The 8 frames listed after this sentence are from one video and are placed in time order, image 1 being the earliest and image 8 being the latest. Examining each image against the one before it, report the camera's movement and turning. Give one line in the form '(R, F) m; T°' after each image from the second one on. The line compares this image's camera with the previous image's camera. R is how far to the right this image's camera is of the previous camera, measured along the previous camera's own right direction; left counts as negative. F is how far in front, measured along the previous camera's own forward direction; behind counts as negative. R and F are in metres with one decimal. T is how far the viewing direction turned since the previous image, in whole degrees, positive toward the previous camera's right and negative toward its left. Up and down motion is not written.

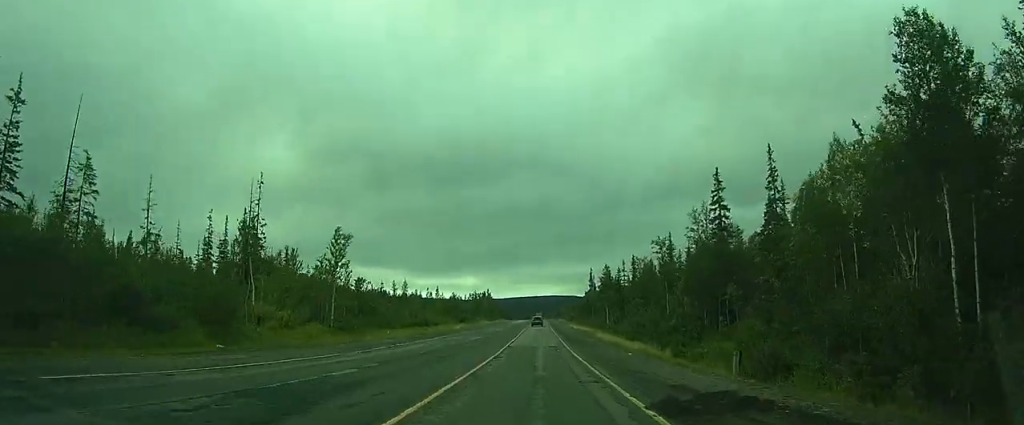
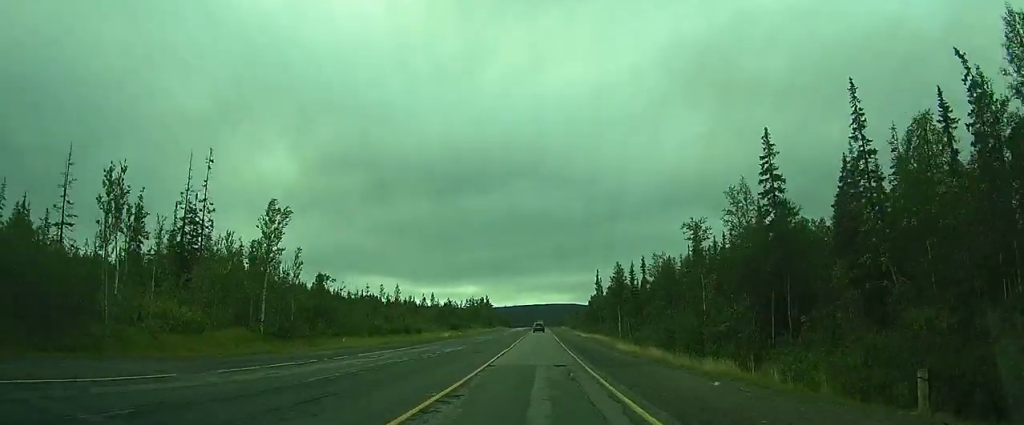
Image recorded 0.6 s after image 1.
(-0.1, +13.8) m; -1°
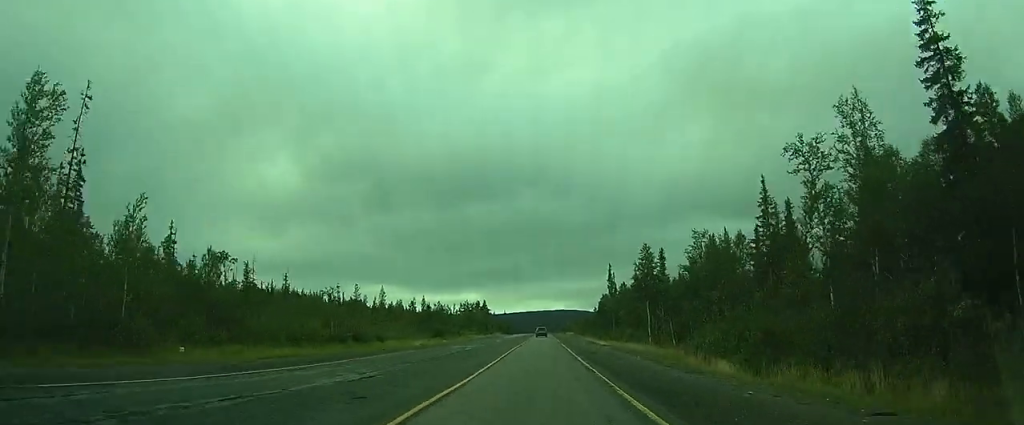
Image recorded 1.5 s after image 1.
(-0.4, +22.3) m; -3°
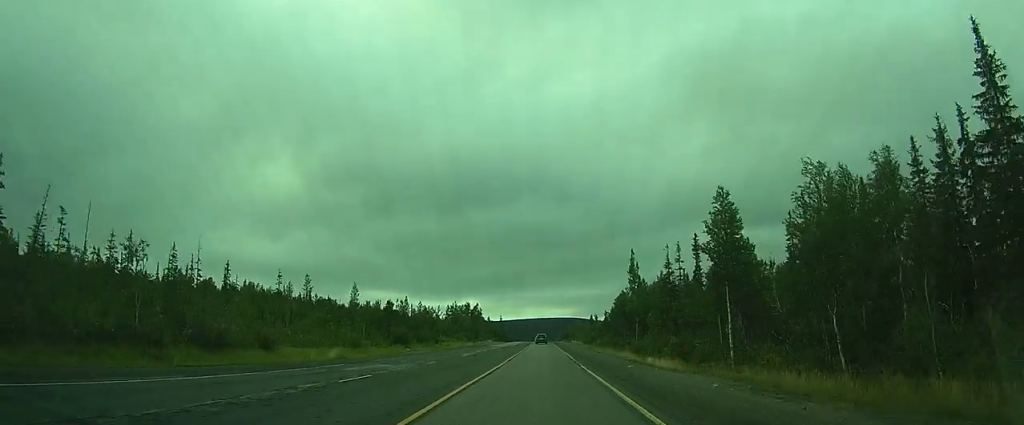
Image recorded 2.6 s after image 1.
(-0.9, +28.6) m; -2°
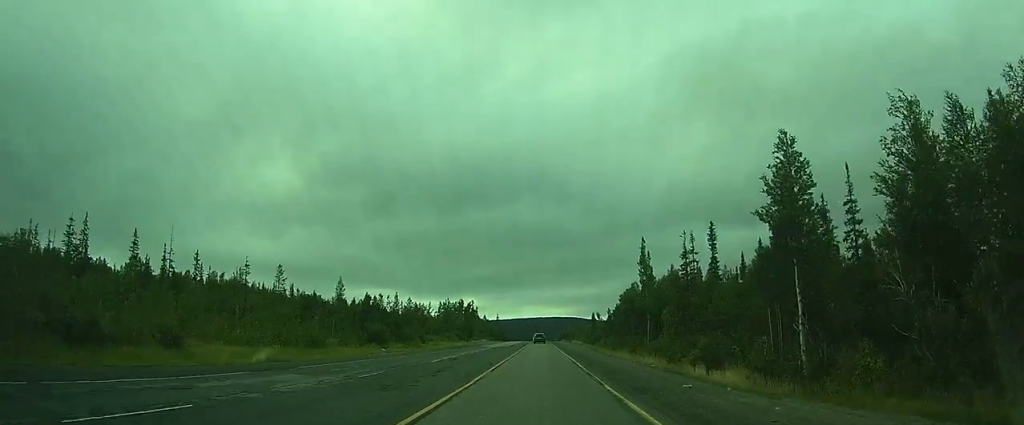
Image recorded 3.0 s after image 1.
(-0.1, +11.0) m; 0°
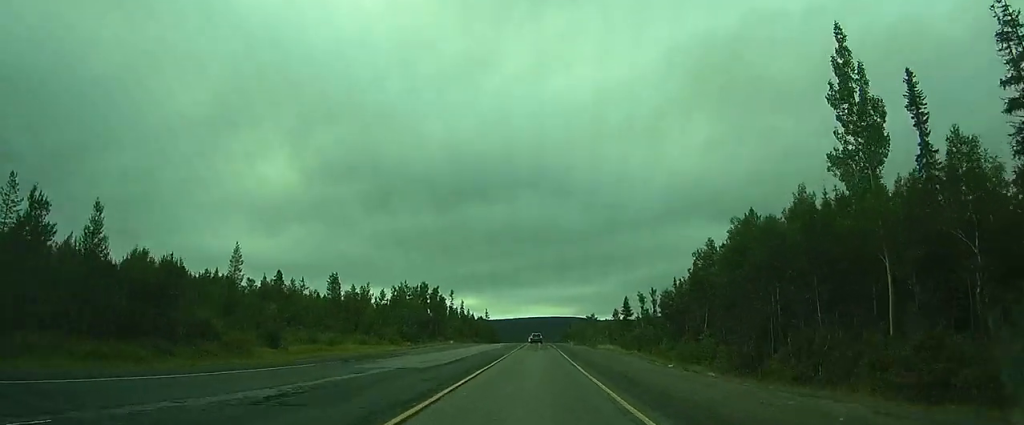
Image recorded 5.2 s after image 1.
(+0.2, +55.4) m; 0°
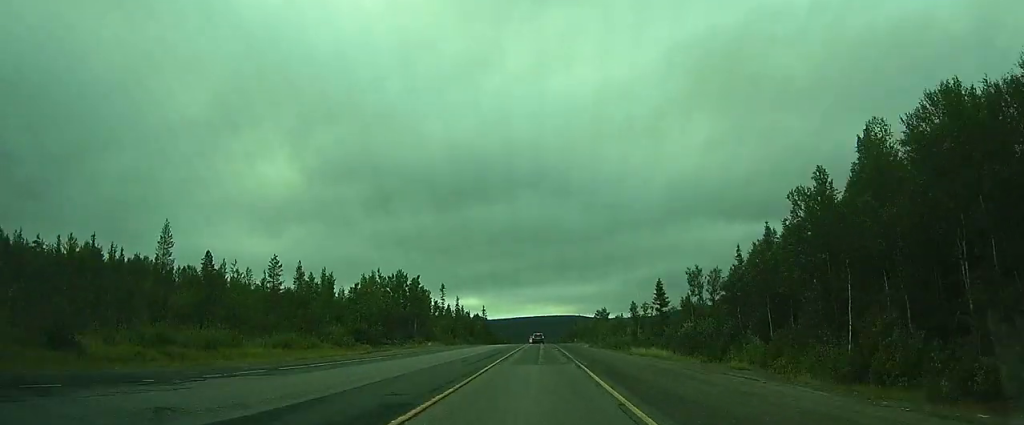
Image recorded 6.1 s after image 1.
(0.0, +22.3) m; 0°
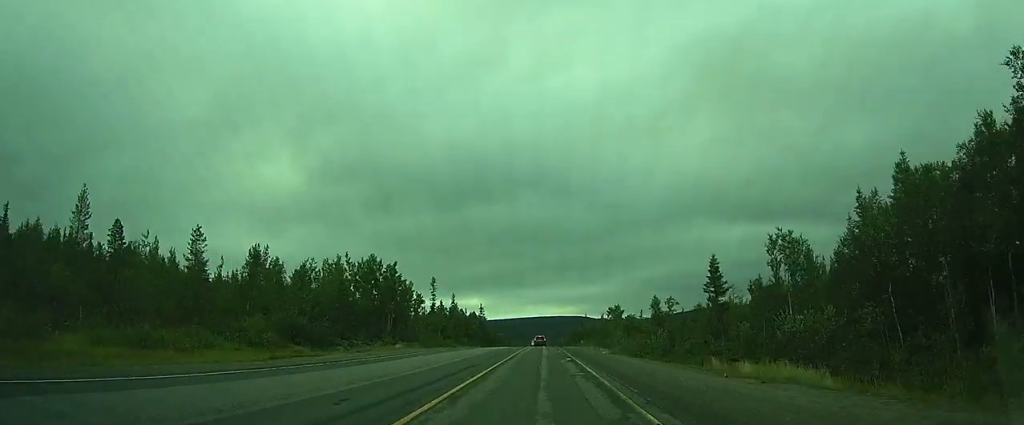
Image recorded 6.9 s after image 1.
(-0.1, +18.7) m; 0°
